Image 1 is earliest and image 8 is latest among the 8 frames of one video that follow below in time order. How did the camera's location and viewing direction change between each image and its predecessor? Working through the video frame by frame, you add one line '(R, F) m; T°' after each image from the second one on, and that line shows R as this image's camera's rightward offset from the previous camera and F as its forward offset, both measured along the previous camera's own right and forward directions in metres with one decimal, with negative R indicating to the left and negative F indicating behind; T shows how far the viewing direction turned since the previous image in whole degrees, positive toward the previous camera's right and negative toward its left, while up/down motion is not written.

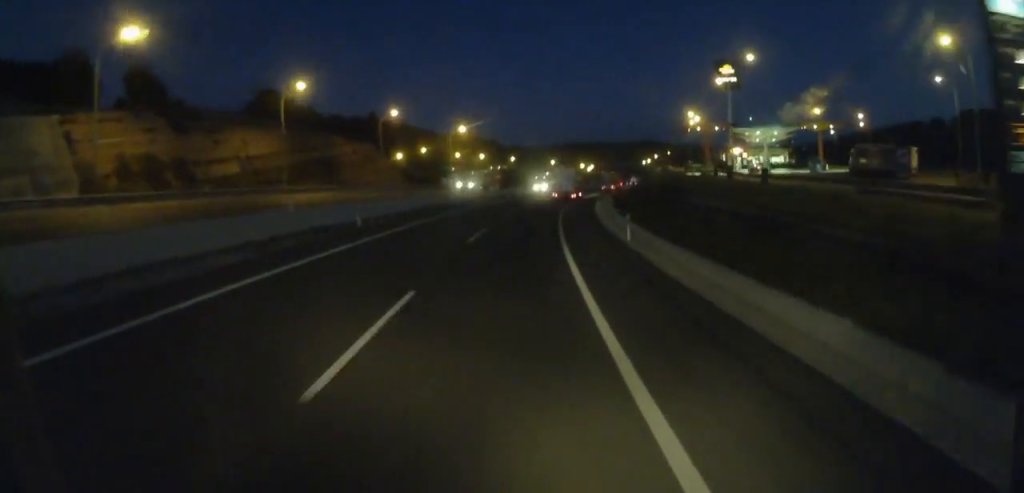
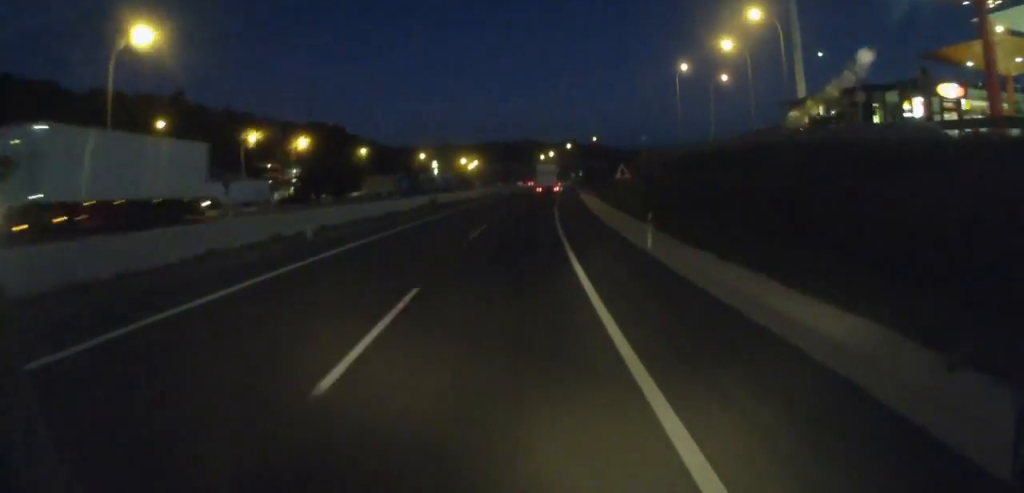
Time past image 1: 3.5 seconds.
(+9.4, +84.4) m; +11°
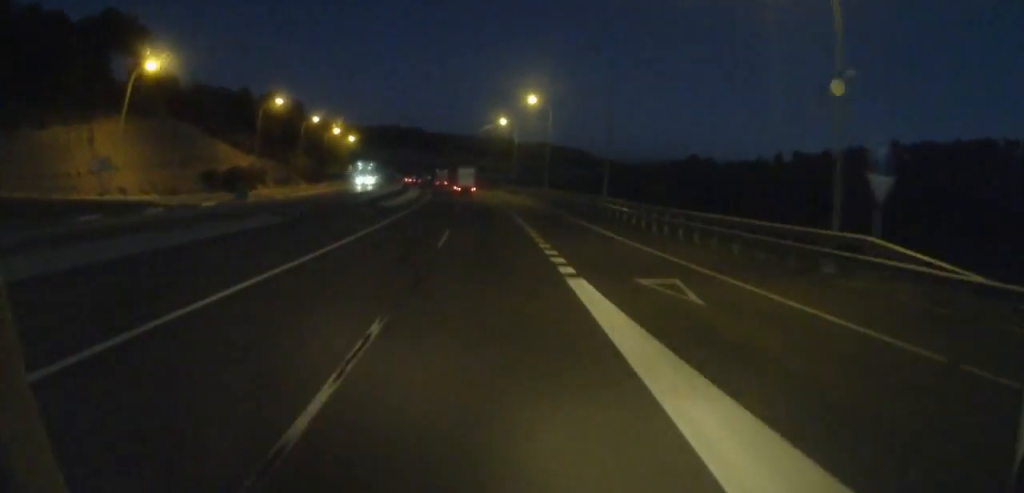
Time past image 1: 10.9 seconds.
(+17.4, +179.6) m; +3°
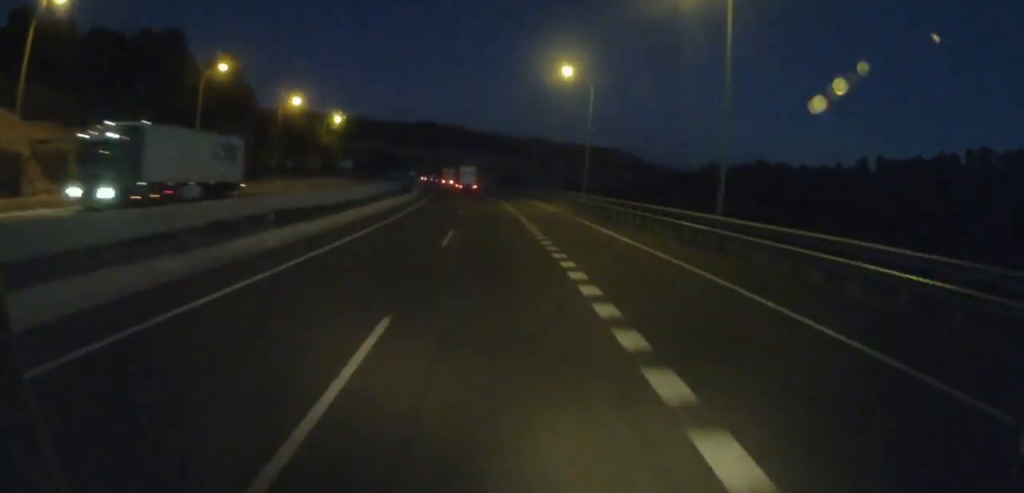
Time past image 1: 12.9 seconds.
(-1.3, +46.9) m; -3°
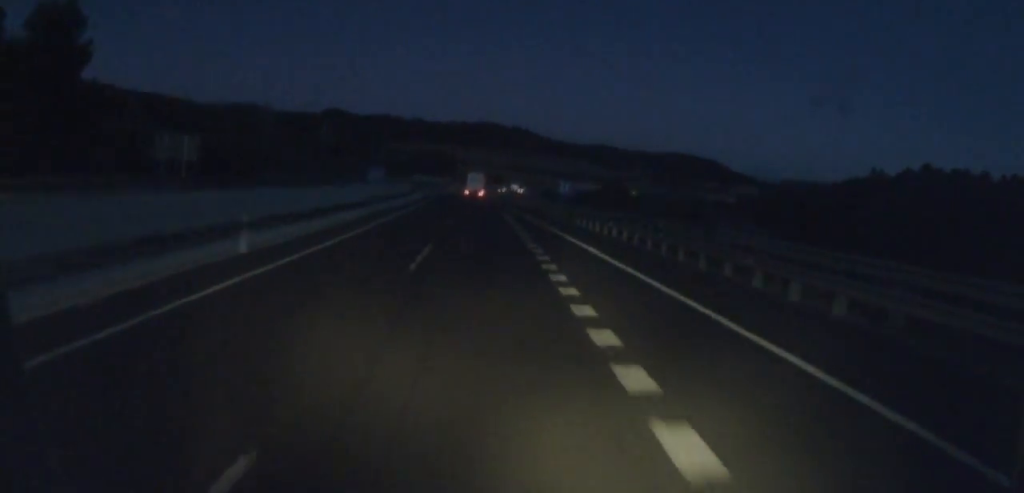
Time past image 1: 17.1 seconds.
(-6.1, +98.1) m; -5°
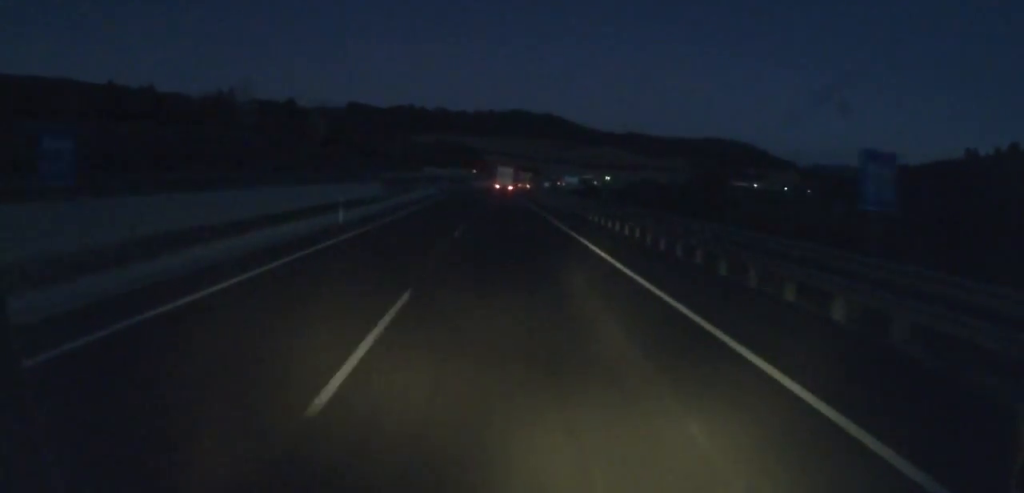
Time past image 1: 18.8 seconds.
(-0.8, +41.9) m; -1°
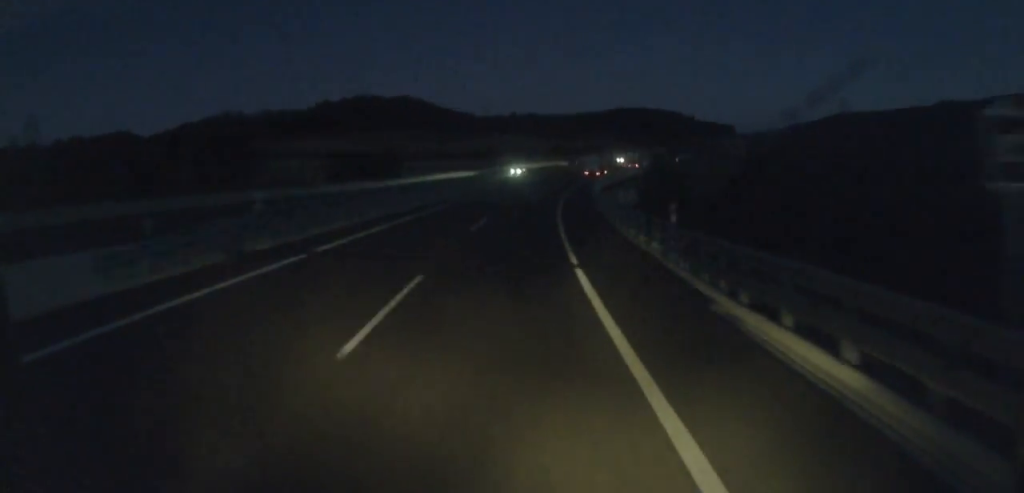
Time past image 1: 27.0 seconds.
(+8.3, +201.4) m; +11°
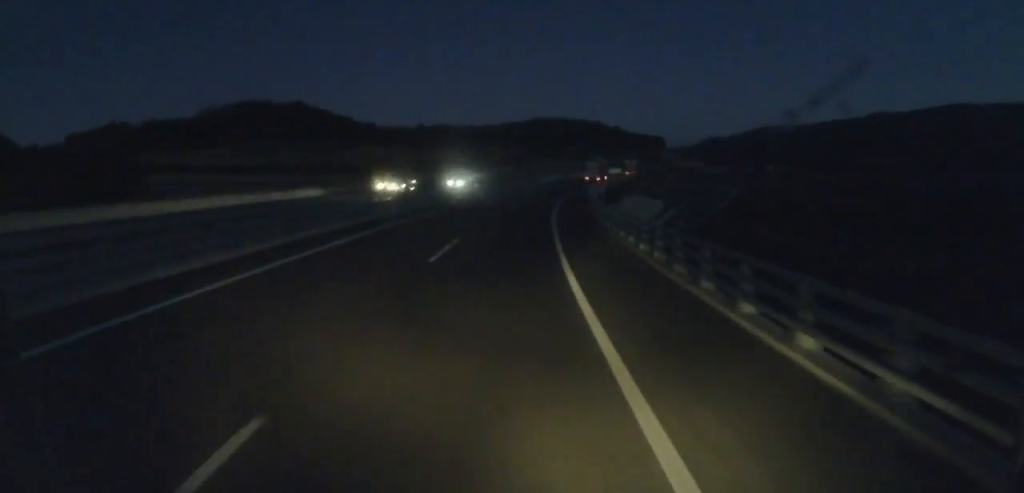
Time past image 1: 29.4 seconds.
(+4.0, +60.0) m; +8°
